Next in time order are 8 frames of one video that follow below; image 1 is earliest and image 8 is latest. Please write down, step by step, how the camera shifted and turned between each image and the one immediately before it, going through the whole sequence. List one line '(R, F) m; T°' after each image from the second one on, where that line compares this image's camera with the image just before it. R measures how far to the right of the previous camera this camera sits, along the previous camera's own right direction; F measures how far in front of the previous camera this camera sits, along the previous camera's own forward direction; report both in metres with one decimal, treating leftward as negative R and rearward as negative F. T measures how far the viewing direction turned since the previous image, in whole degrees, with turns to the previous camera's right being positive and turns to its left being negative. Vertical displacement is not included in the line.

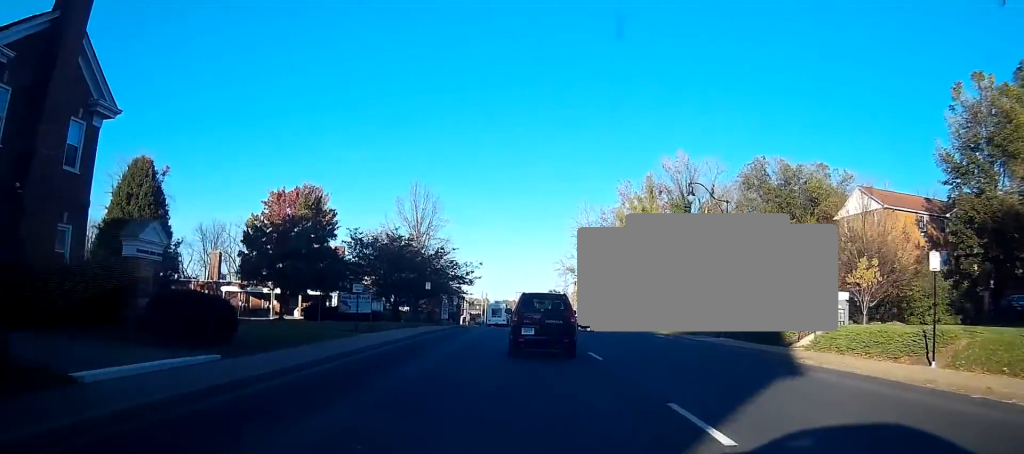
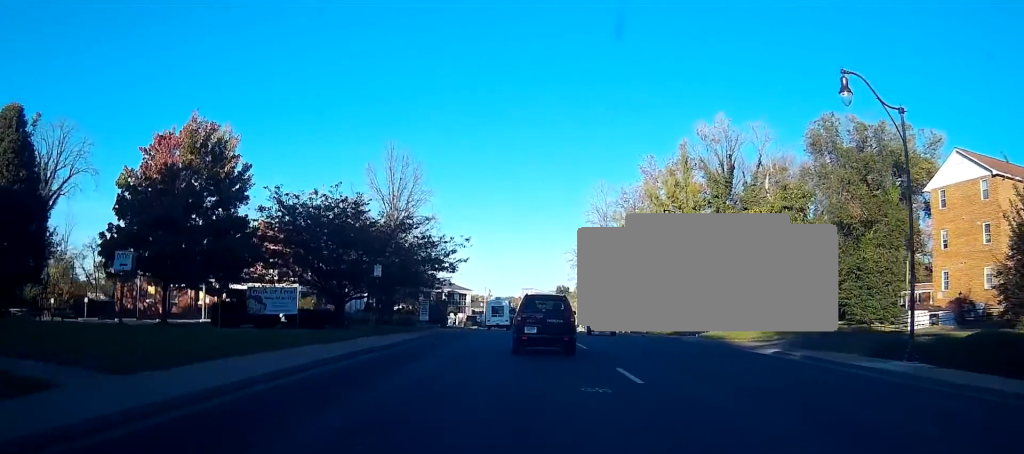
(-0.4, +18.7) m; -1°
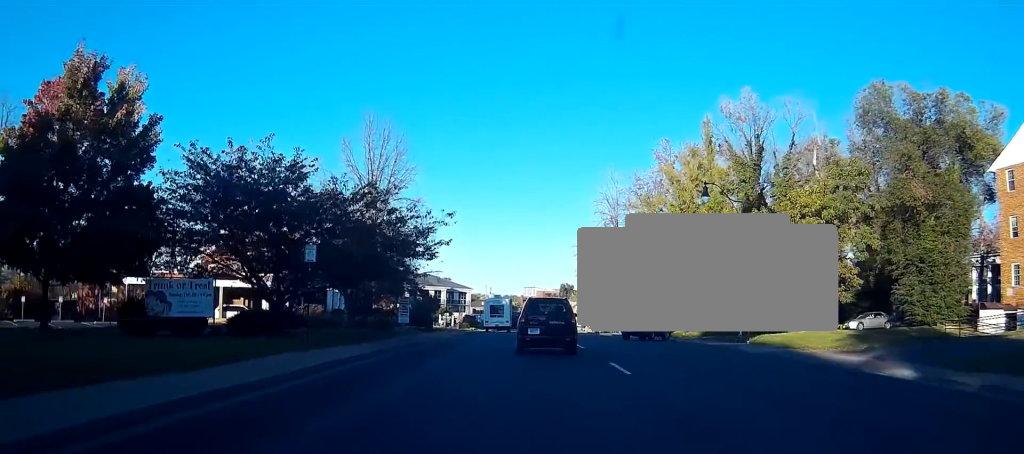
(+0.2, +10.4) m; +2°
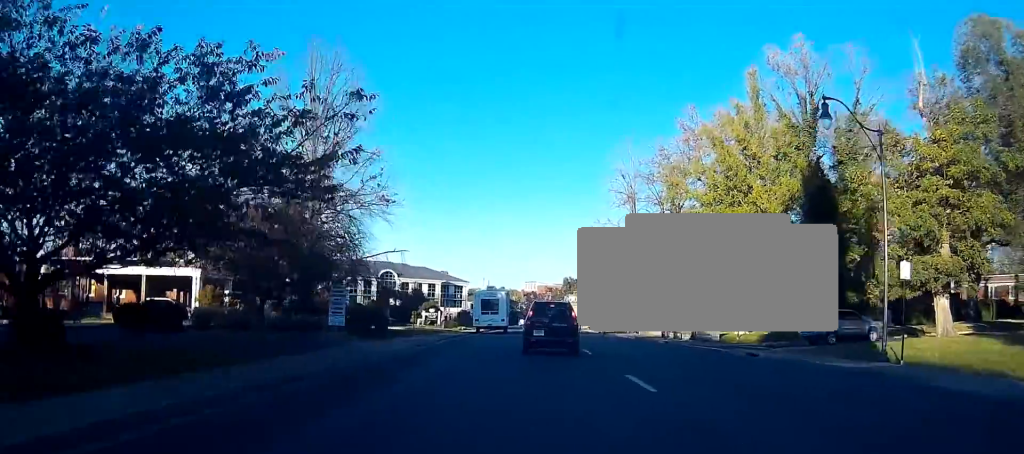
(+0.2, +15.9) m; 0°
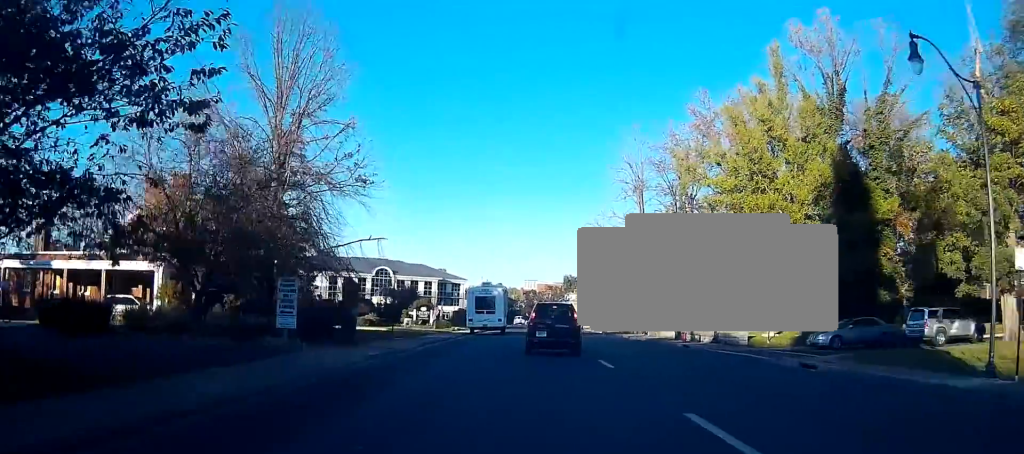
(0.0, +6.0) m; 0°
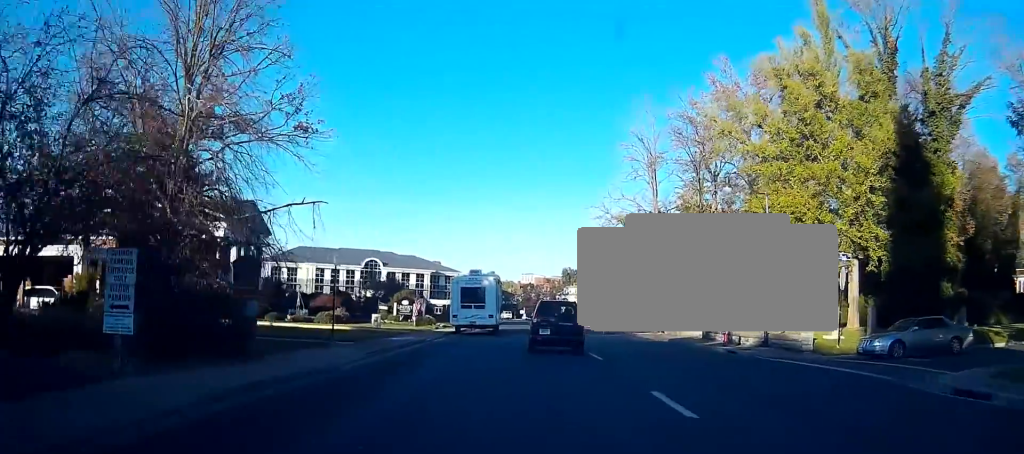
(0.0, +9.5) m; 0°
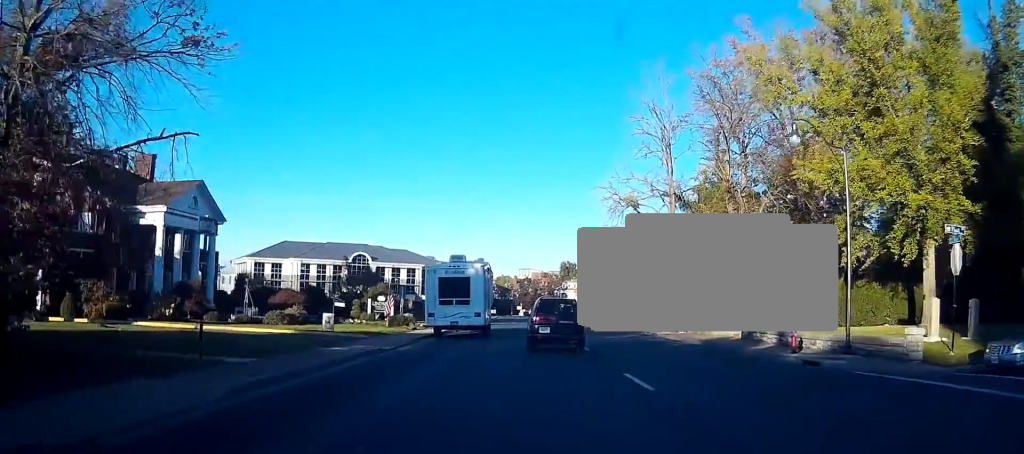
(0.0, +9.1) m; 0°
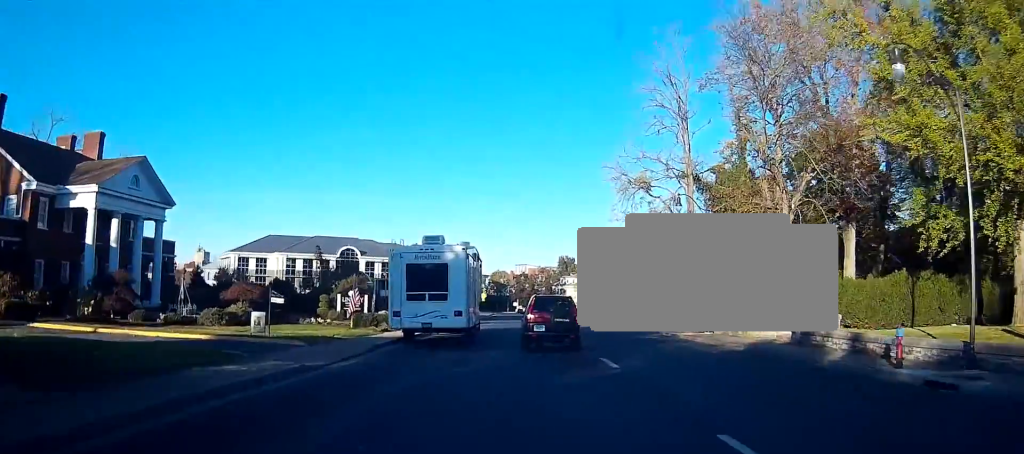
(0.0, +7.8) m; +1°
